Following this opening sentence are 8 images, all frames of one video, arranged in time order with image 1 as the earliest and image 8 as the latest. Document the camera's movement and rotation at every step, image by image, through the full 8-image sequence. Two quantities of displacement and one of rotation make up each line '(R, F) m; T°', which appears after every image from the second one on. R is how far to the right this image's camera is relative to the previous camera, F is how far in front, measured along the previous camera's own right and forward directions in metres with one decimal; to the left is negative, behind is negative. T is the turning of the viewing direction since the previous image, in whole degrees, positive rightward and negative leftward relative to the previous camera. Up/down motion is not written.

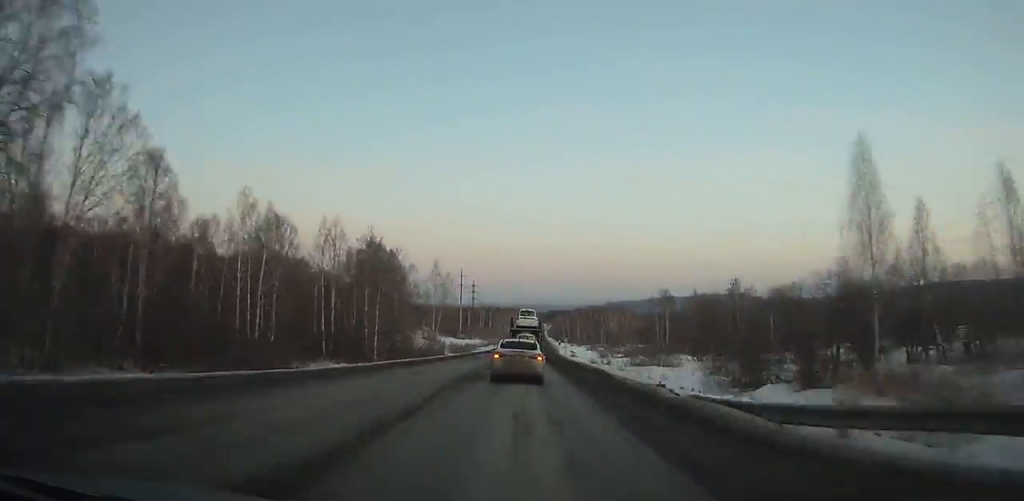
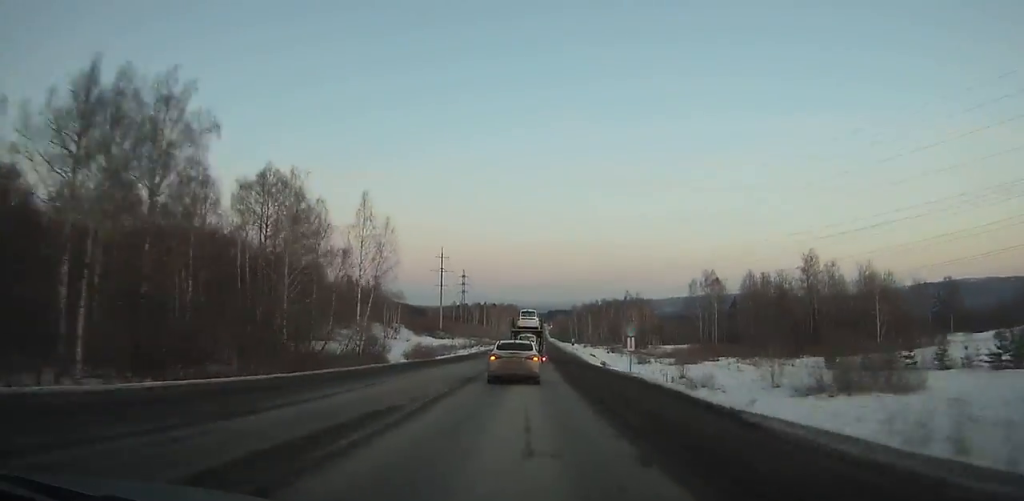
(-0.1, +49.5) m; +1°
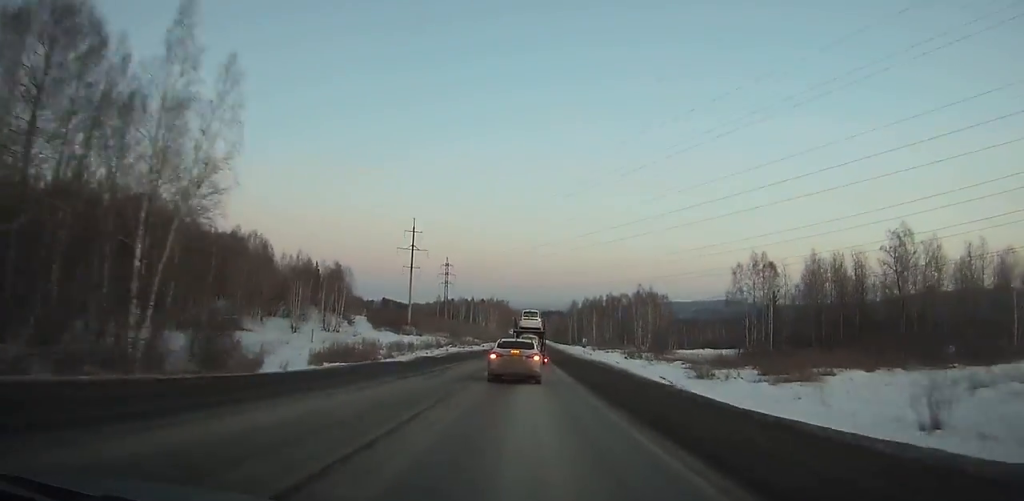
(+0.2, +35.4) m; 0°
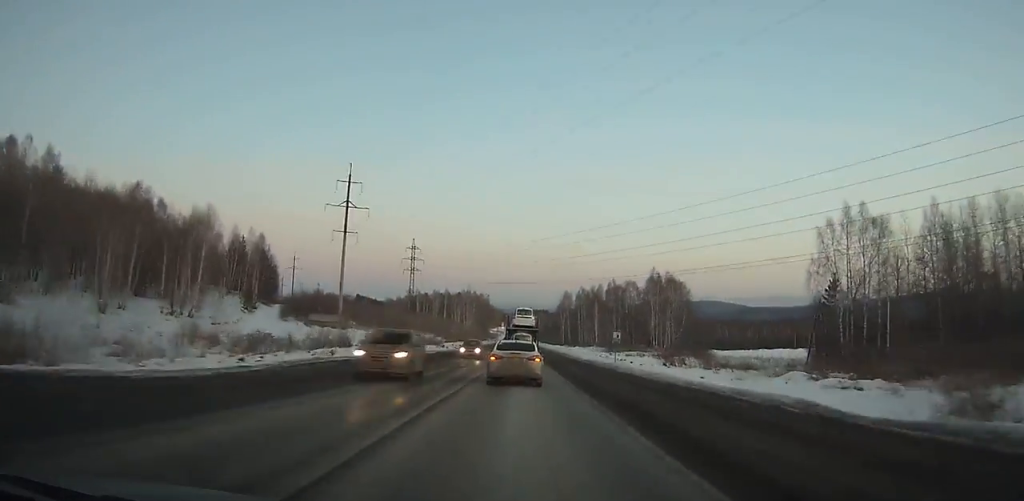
(+0.3, +39.2) m; +1°
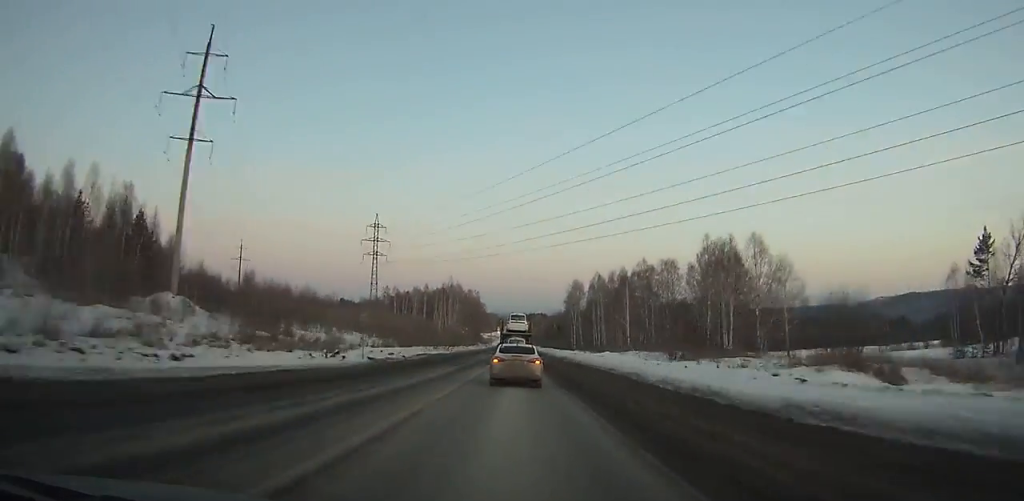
(+0.1, +43.8) m; 0°
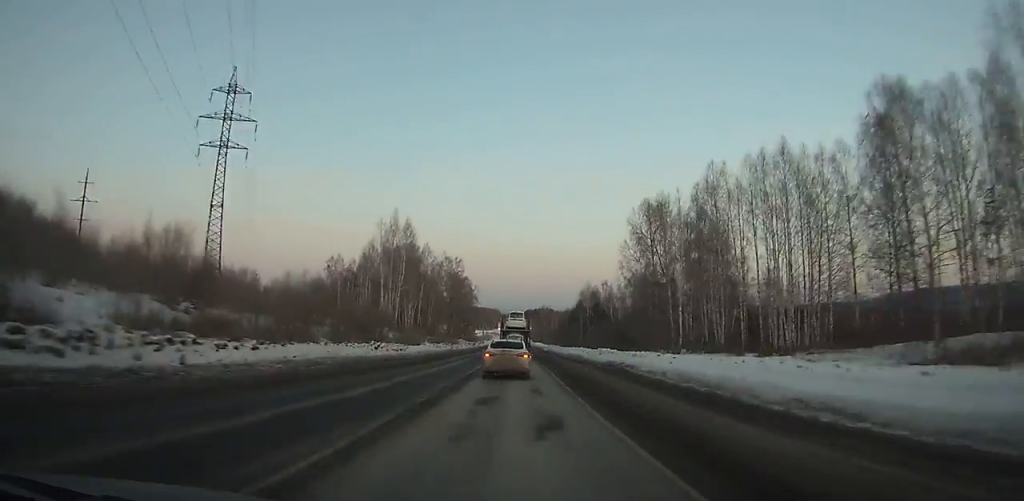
(-0.1, +76.6) m; 0°
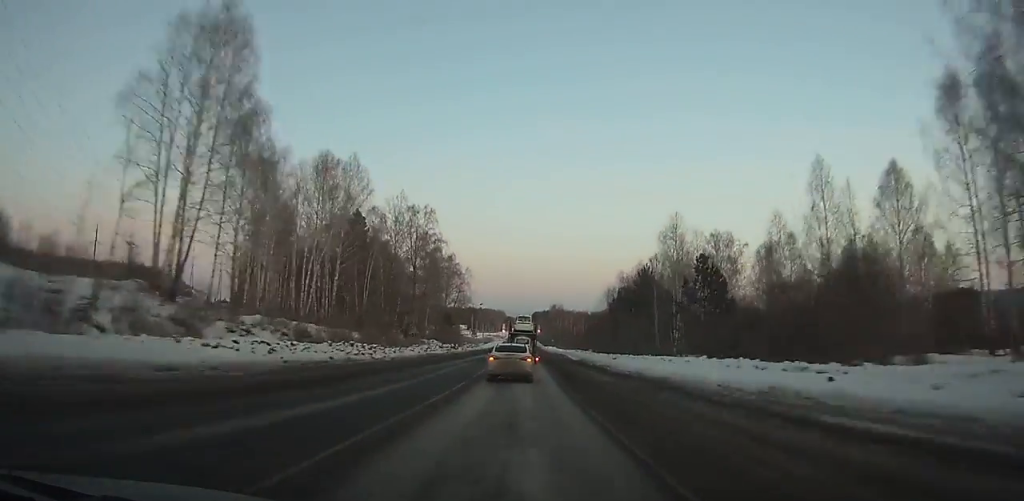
(-0.1, +54.2) m; 0°
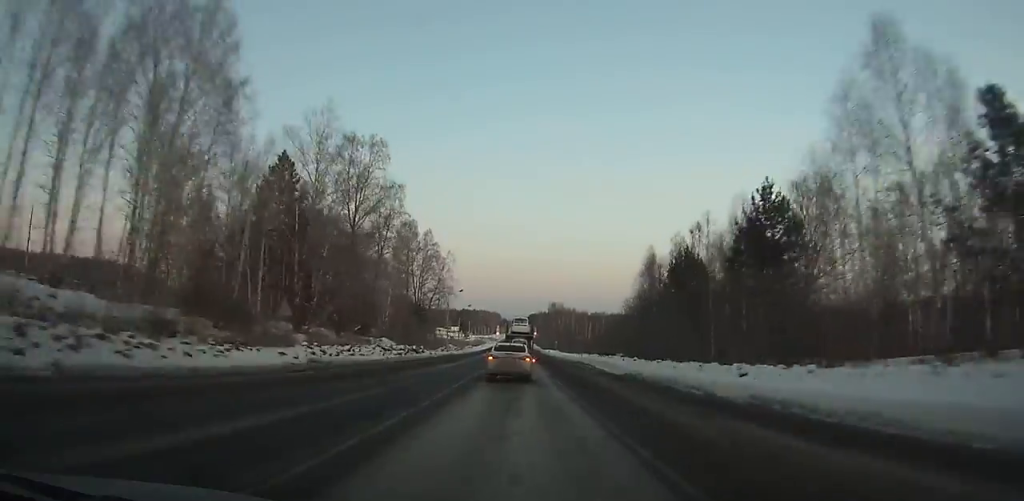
(-0.1, +30.4) m; 0°
